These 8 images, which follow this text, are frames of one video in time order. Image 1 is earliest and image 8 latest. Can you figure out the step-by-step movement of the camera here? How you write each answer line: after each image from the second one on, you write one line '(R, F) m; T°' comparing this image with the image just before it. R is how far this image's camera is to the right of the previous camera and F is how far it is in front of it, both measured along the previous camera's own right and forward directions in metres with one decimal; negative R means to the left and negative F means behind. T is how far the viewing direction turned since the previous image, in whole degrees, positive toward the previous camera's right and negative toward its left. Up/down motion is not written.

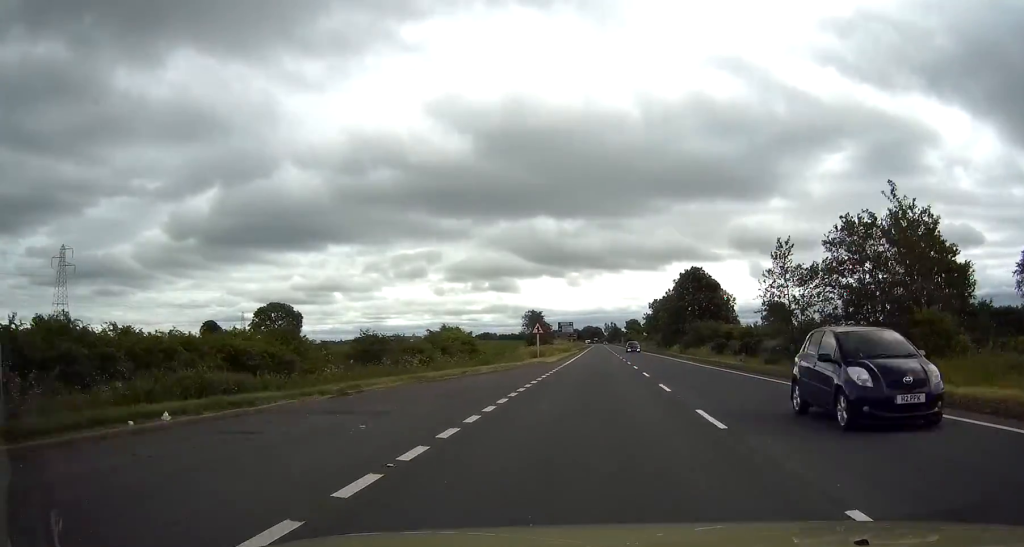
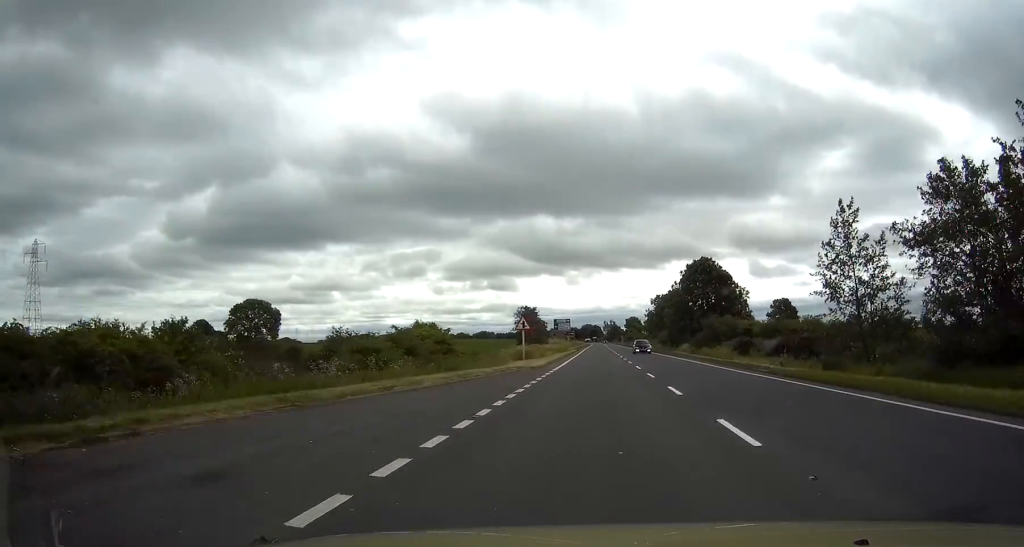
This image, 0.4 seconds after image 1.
(0.0, +10.4) m; 0°
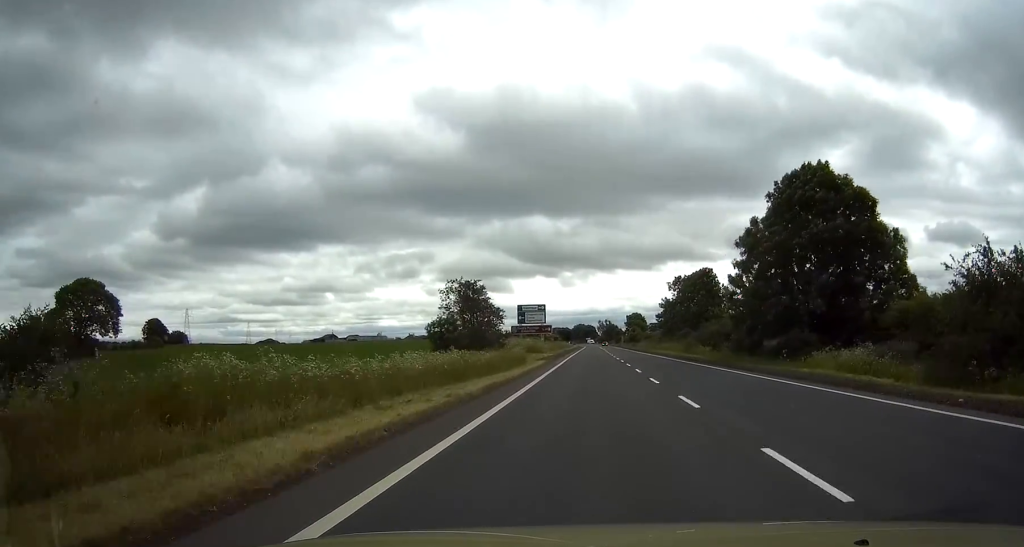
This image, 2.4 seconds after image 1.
(+0.2, +52.9) m; +1°
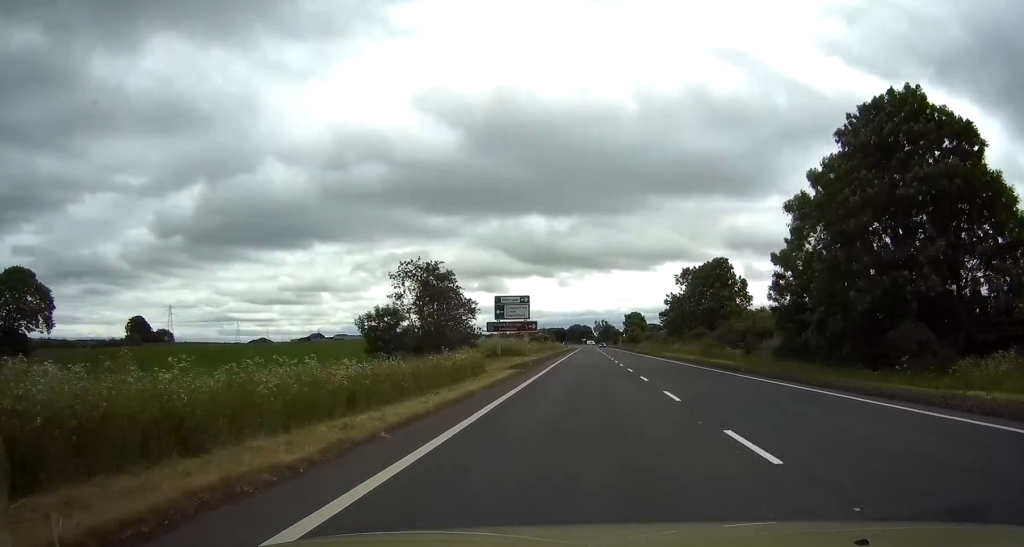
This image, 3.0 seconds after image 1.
(+0.1, +14.9) m; 0°
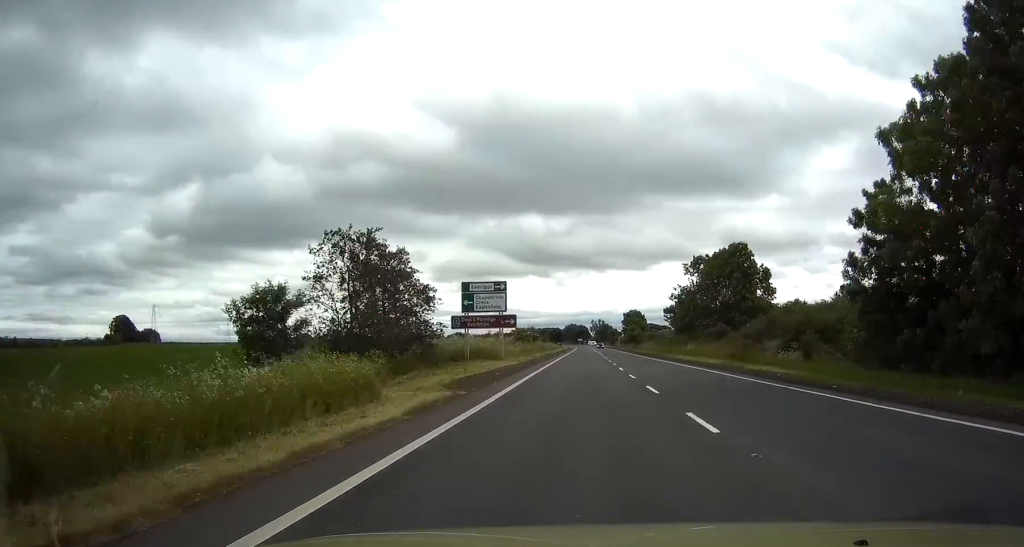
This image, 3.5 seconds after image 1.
(+0.1, +14.1) m; 0°
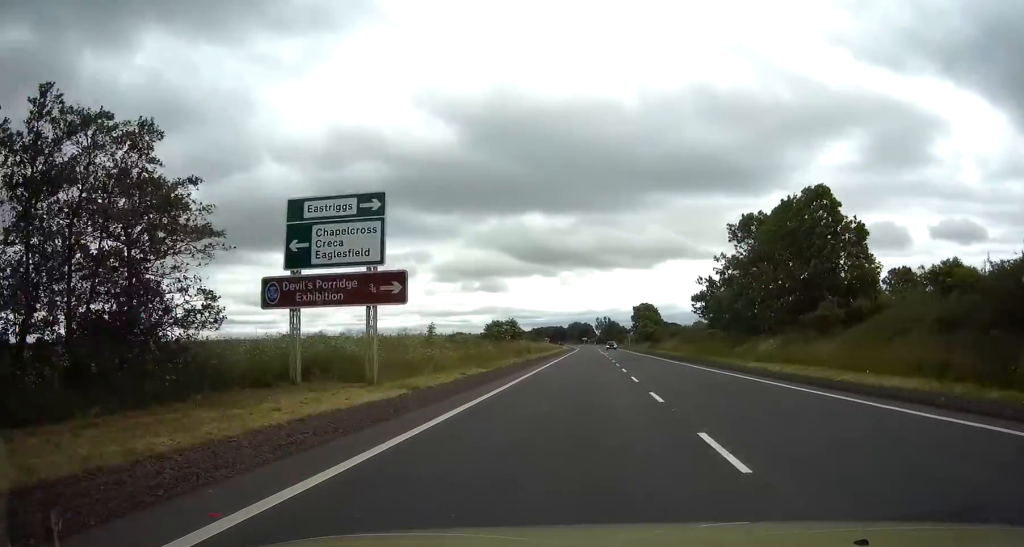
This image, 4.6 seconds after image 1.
(-0.2, +28.3) m; 0°
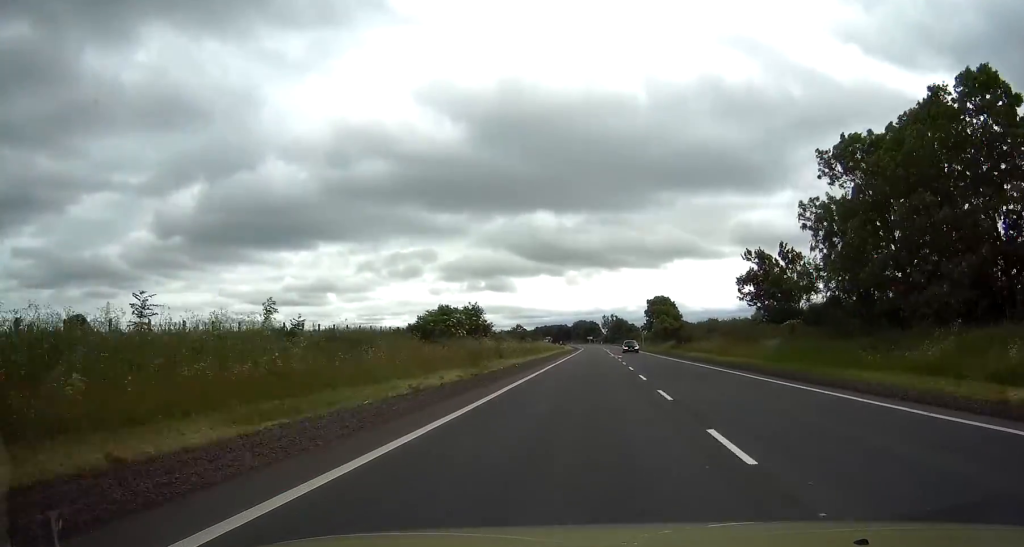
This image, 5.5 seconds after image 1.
(0.0, +24.8) m; 0°
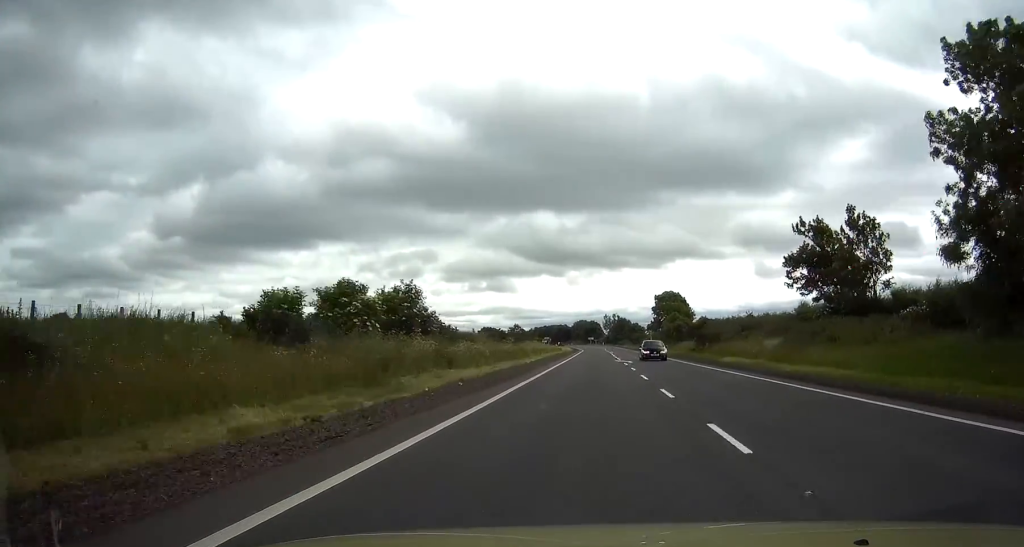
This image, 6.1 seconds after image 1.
(-0.1, +15.9) m; 0°
